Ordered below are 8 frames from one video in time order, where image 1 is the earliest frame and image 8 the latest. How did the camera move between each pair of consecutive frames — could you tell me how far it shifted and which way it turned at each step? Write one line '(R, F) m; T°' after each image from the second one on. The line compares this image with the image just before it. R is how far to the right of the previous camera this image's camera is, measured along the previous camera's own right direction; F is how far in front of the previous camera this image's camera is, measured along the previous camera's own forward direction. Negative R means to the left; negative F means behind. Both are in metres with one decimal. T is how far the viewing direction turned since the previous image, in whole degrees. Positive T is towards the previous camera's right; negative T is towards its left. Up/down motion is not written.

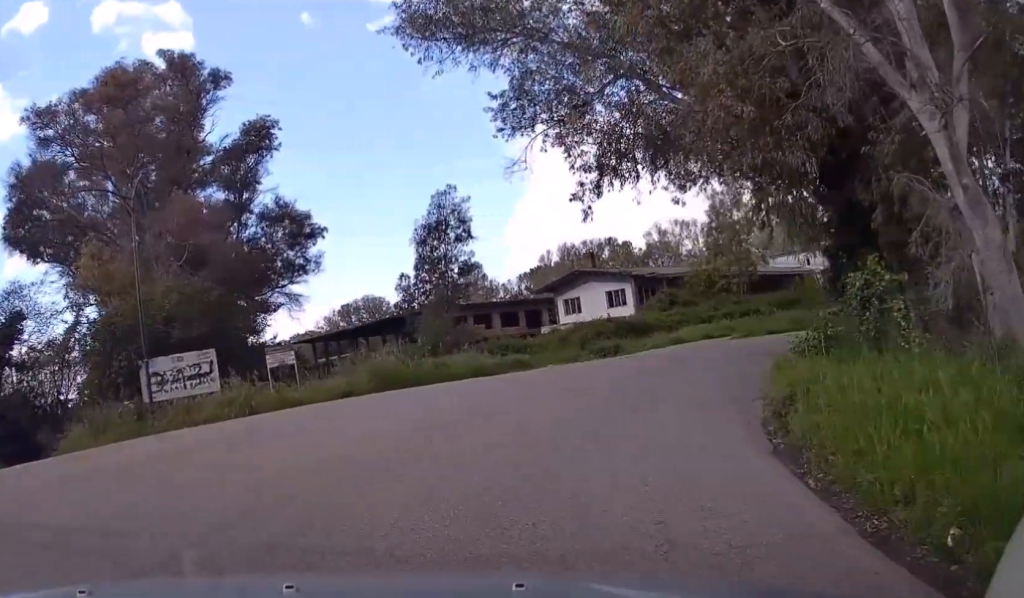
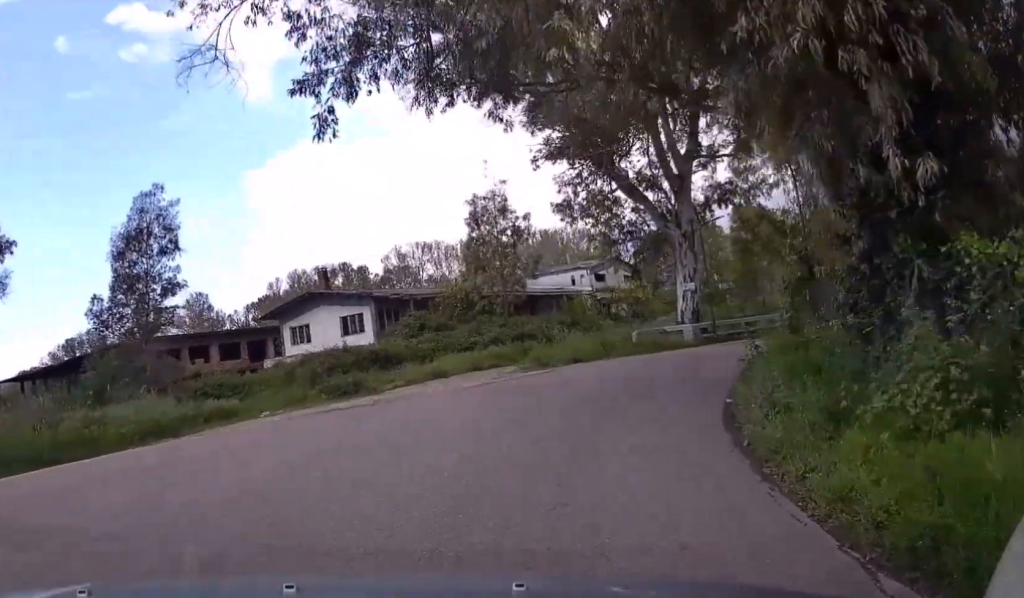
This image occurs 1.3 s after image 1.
(+1.9, +9.6) m; +22°
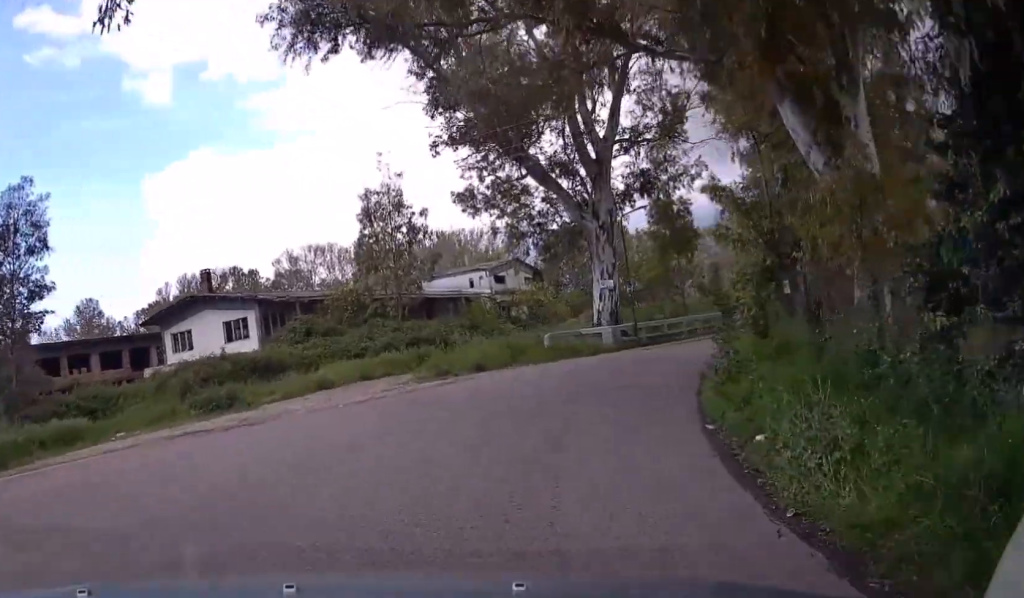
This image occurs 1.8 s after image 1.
(+0.2, +3.6) m; +8°
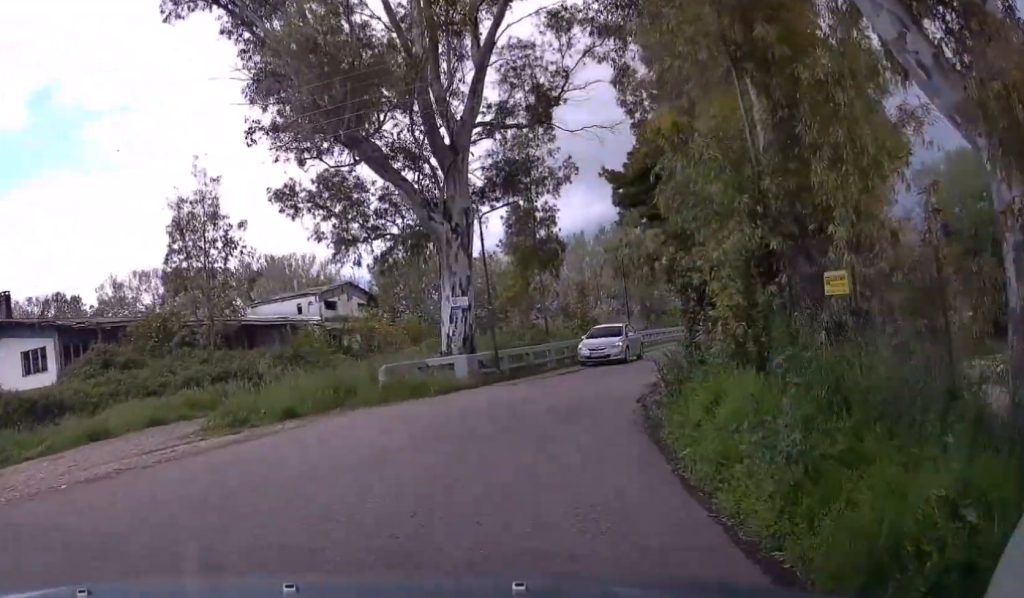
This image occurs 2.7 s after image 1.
(+0.6, +6.1) m; +11°
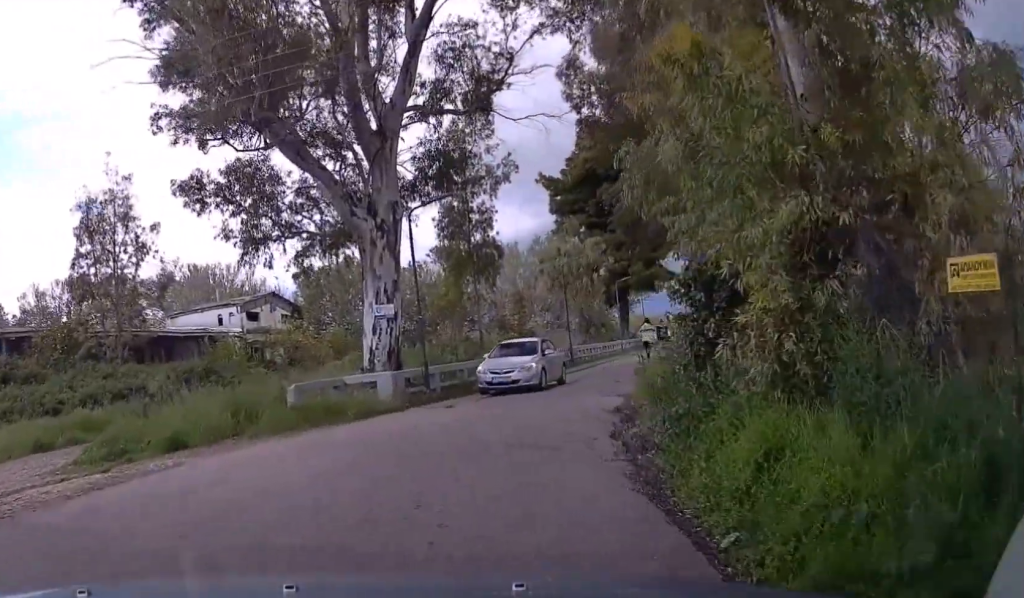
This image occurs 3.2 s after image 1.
(+0.2, +2.9) m; +5°
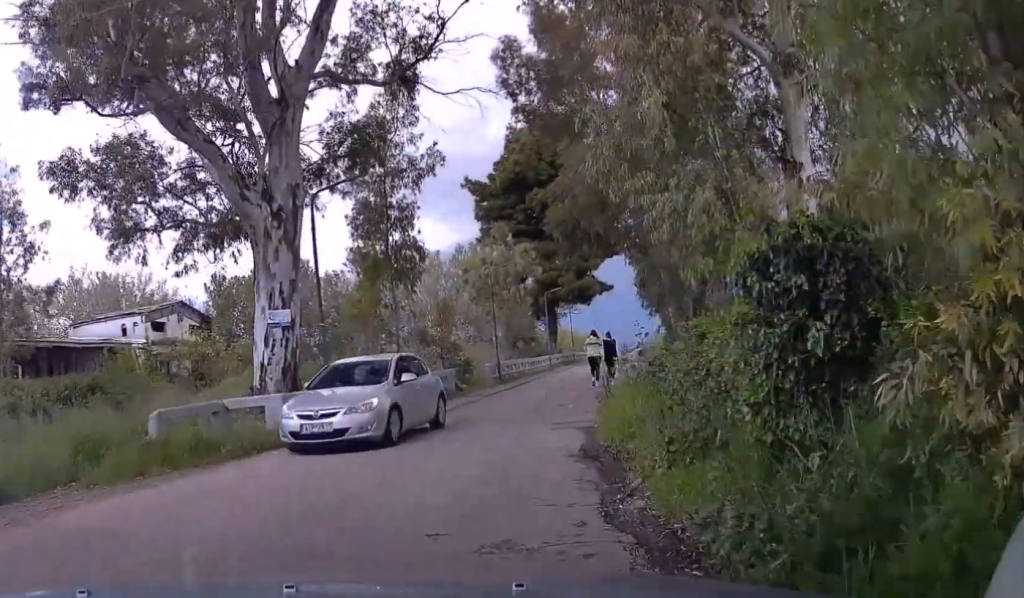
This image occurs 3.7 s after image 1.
(+0.2, +3.7) m; +6°
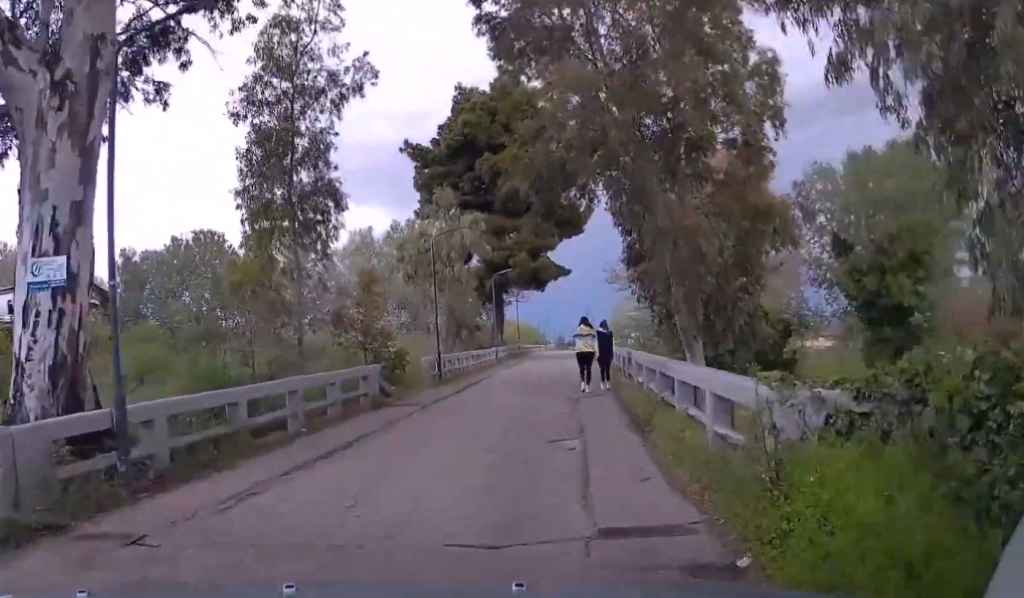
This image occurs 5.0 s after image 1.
(+0.5, +8.4) m; +4°
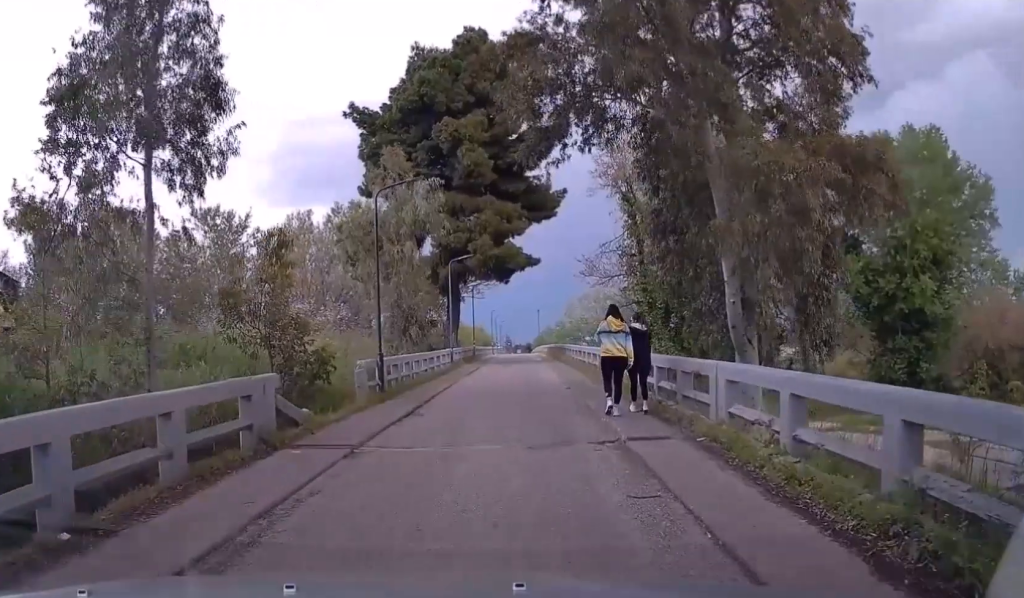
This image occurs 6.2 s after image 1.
(+0.3, +7.6) m; +6°
